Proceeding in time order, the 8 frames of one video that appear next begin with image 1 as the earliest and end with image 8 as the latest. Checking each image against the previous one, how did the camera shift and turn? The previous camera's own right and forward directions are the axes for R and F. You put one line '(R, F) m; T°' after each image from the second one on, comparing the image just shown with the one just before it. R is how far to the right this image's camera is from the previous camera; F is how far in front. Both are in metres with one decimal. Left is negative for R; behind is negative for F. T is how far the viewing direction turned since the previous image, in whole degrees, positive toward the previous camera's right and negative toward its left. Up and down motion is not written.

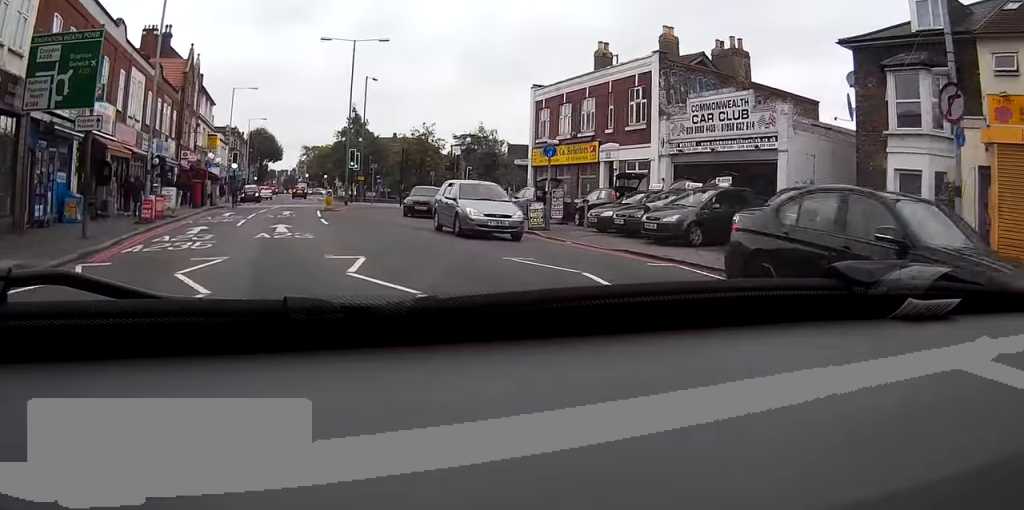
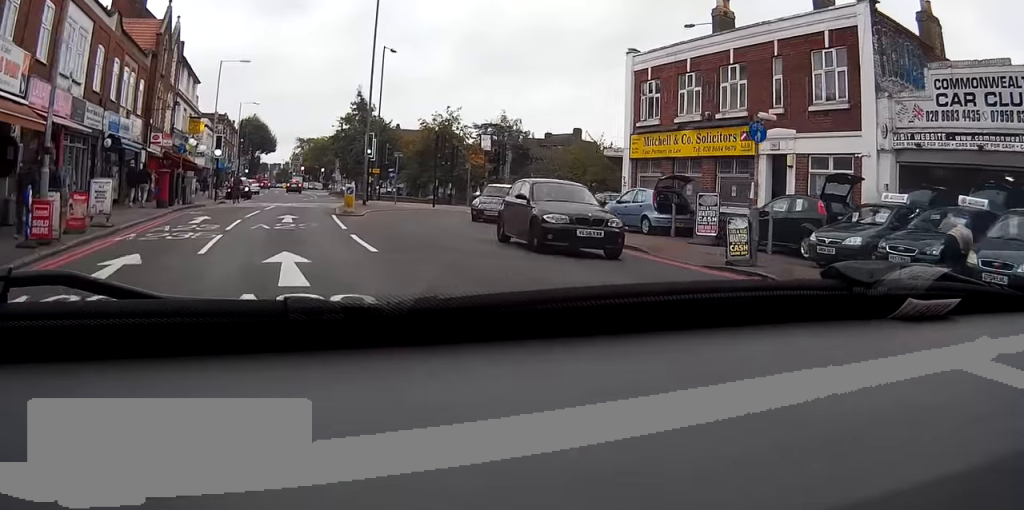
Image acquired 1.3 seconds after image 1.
(+0.1, +11.1) m; +1°
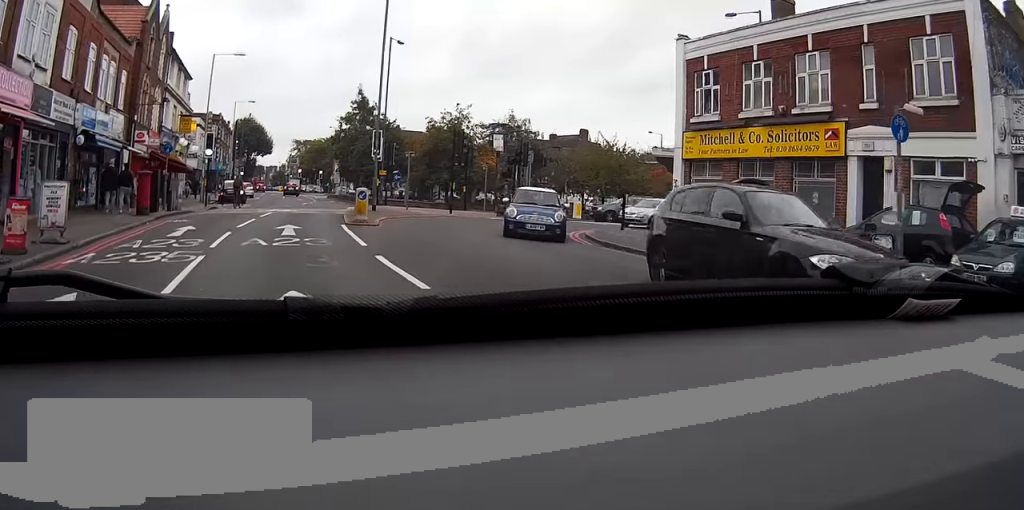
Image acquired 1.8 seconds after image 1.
(0.0, +3.9) m; 0°
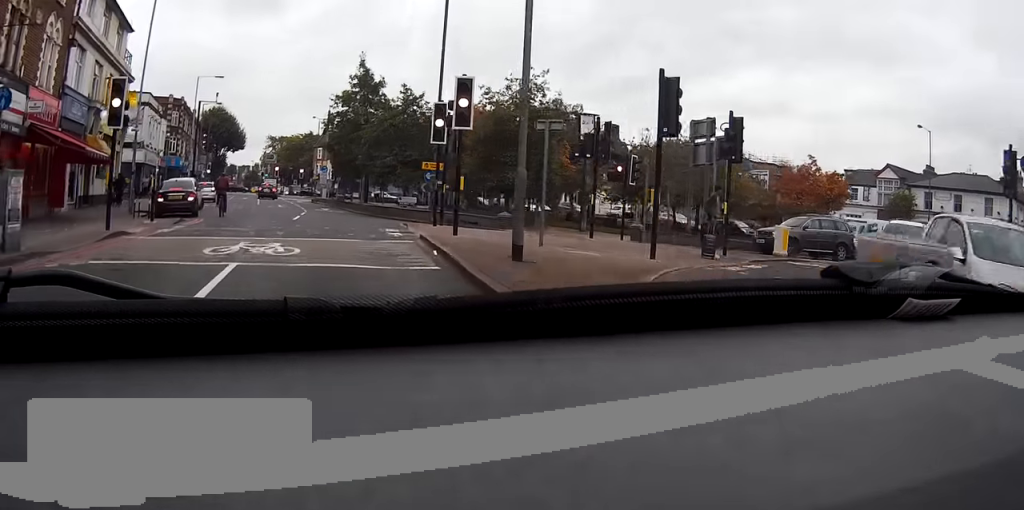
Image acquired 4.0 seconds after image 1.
(-0.3, +18.8) m; -1°
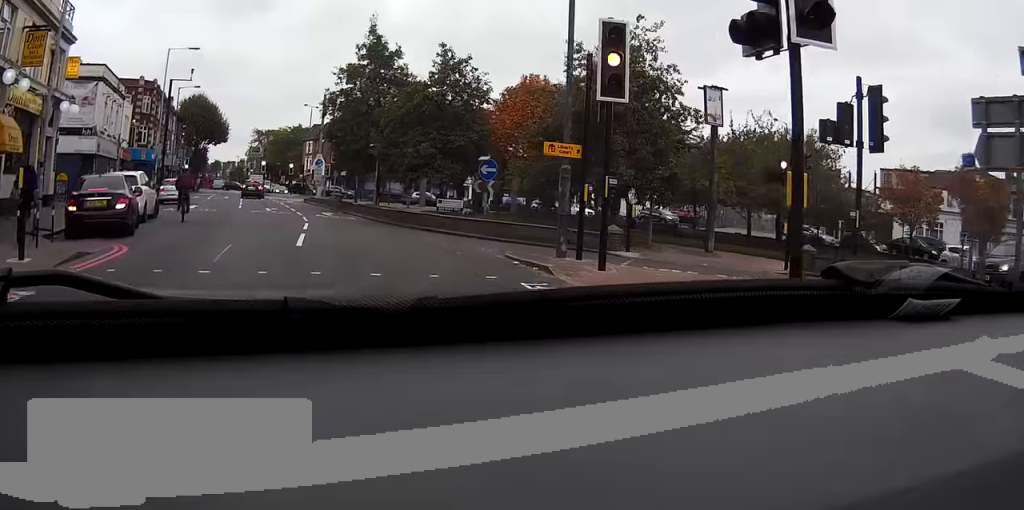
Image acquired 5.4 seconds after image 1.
(+0.1, +11.8) m; +1°
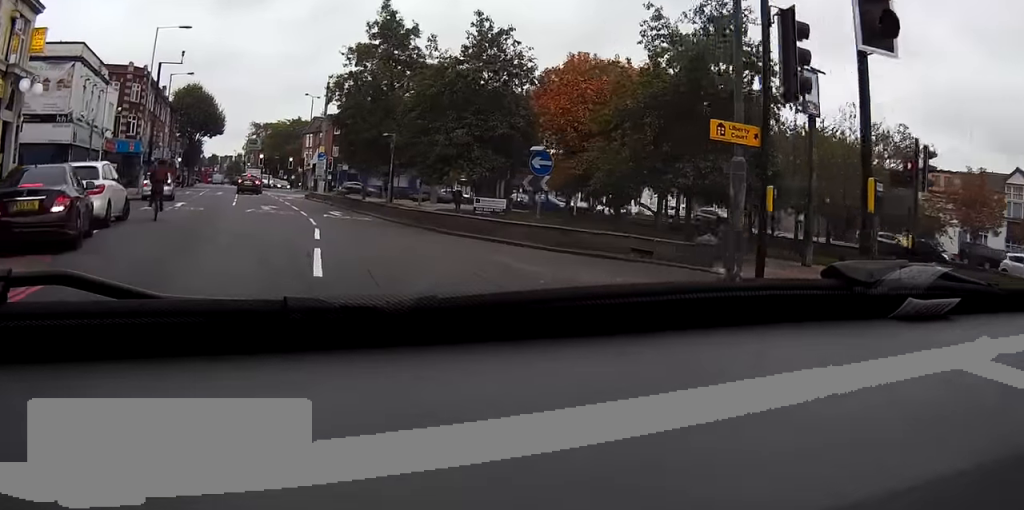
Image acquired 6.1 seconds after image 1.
(0.0, +4.9) m; 0°
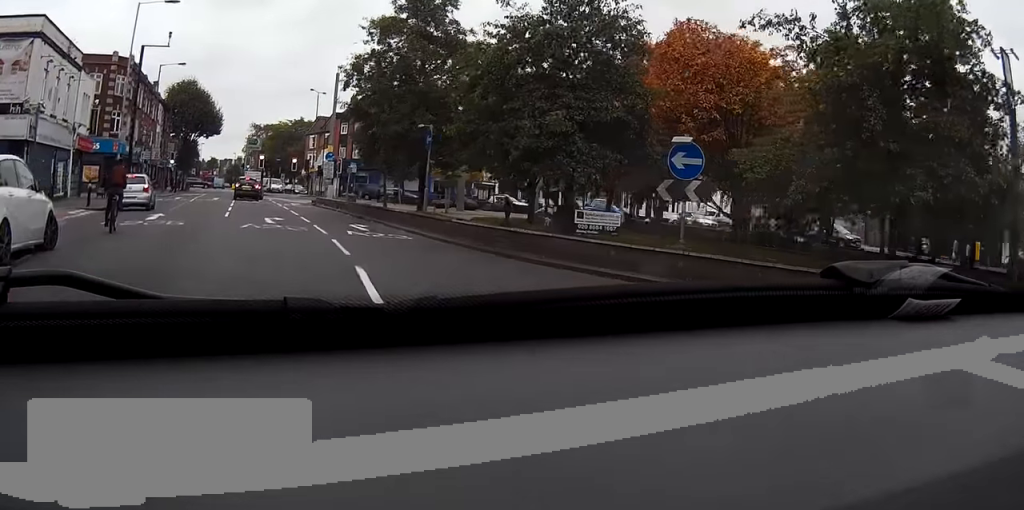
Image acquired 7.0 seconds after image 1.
(0.0, +7.1) m; +1°
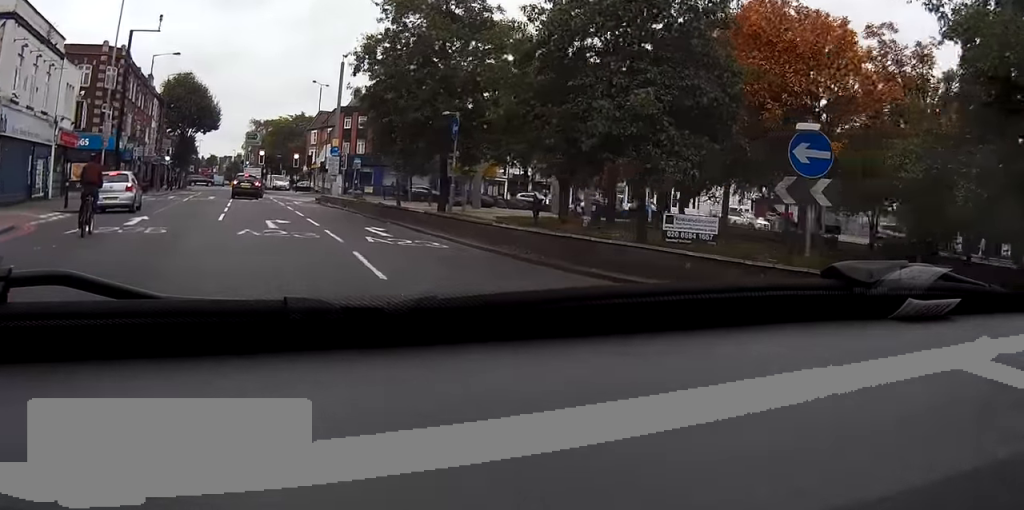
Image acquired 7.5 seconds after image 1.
(0.0, +3.5) m; 0°
